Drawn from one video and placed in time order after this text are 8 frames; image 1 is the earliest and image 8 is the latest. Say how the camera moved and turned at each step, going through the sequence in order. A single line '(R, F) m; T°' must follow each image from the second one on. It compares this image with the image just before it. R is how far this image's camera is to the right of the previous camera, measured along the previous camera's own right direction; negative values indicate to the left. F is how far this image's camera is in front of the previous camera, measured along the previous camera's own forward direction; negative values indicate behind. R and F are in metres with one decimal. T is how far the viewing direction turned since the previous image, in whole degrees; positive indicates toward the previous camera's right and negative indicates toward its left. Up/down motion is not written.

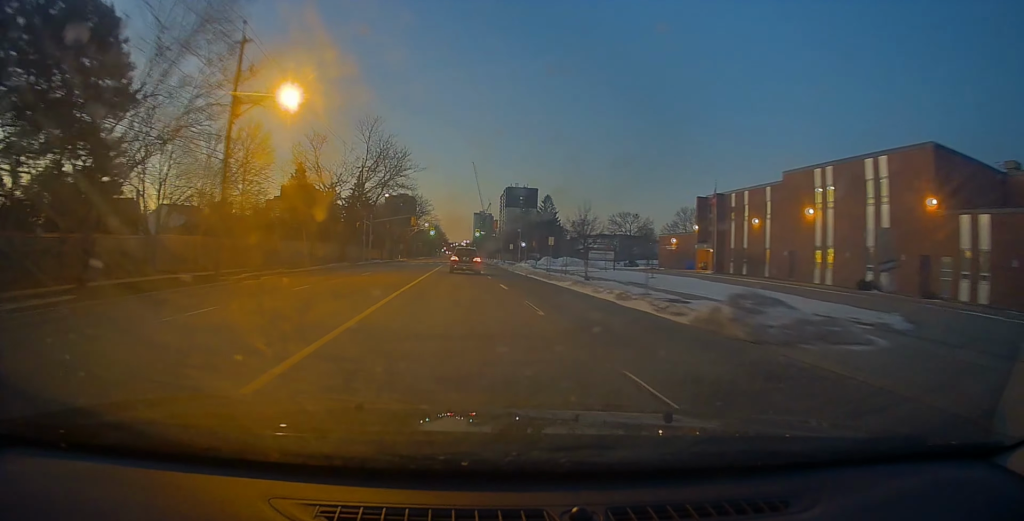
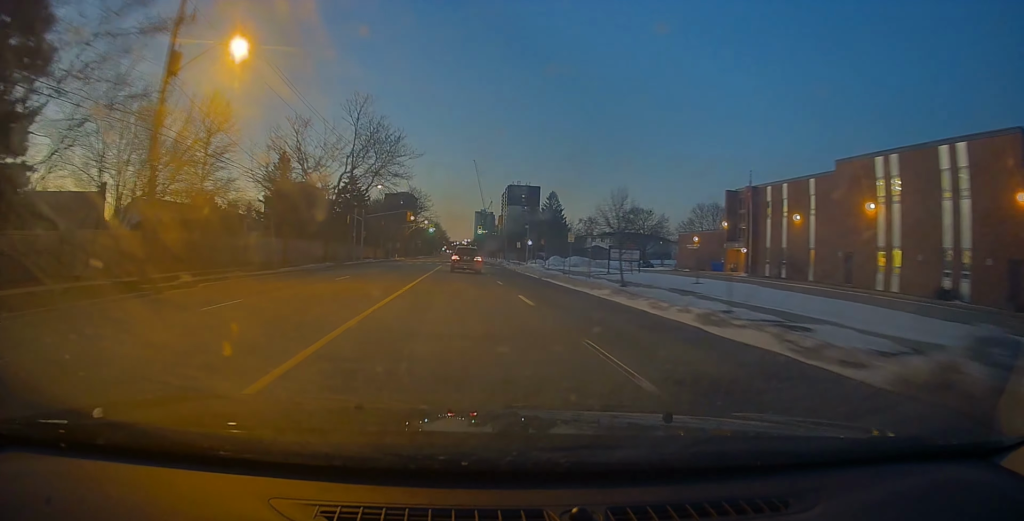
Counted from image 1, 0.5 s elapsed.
(+0.1, +7.2) m; +1°
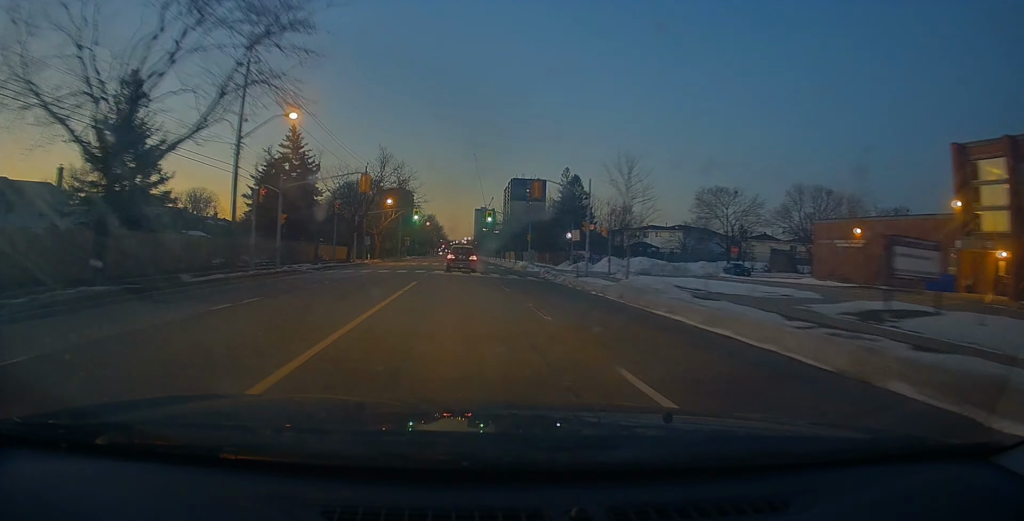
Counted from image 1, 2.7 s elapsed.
(+0.5, +31.9) m; 0°
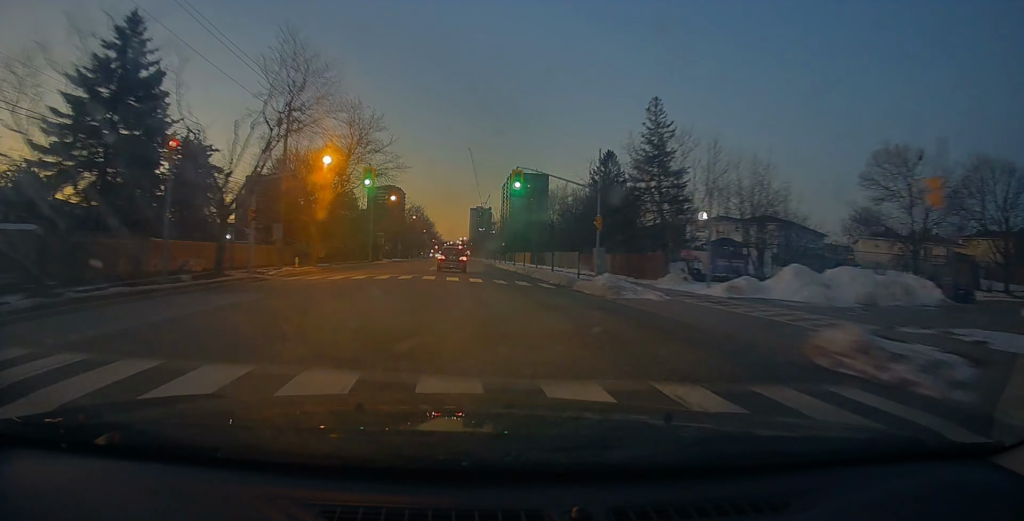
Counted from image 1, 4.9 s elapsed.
(-0.7, +32.0) m; -1°
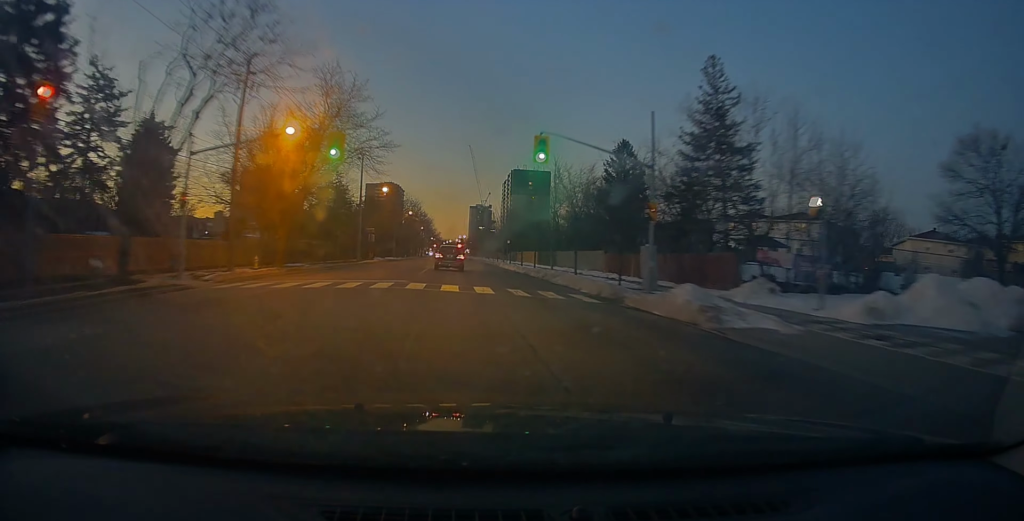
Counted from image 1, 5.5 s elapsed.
(+0.1, +8.7) m; +1°
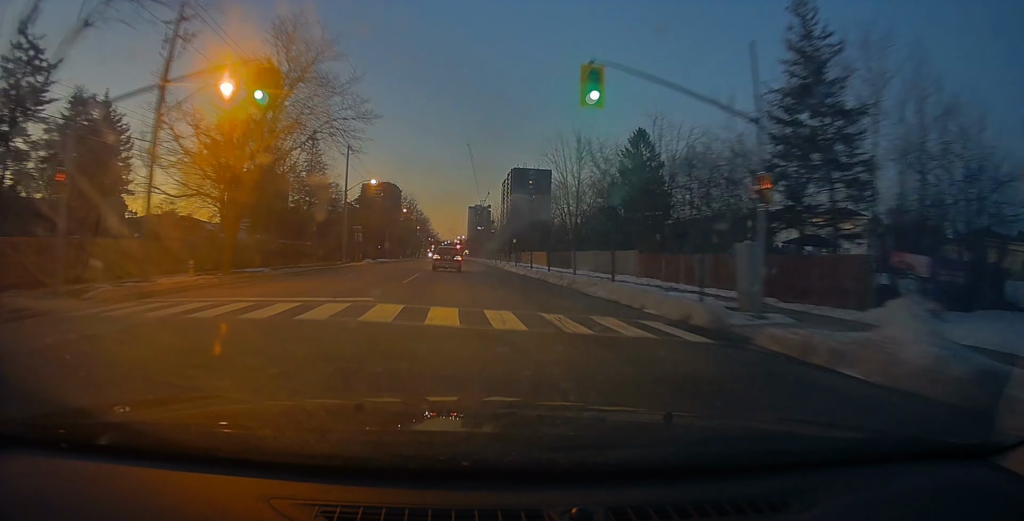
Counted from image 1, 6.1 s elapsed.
(-0.3, +8.7) m; +1°
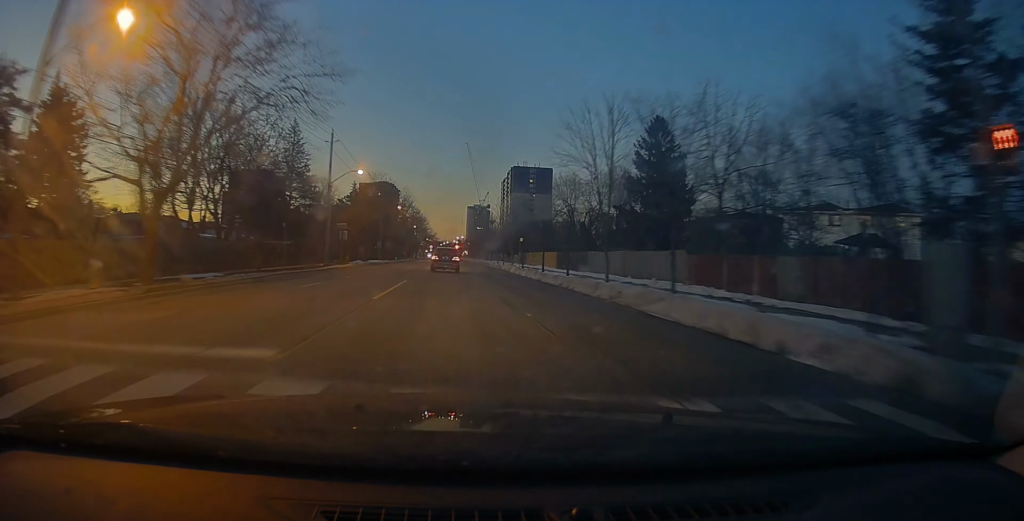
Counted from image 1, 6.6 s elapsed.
(+0.2, +7.8) m; 0°
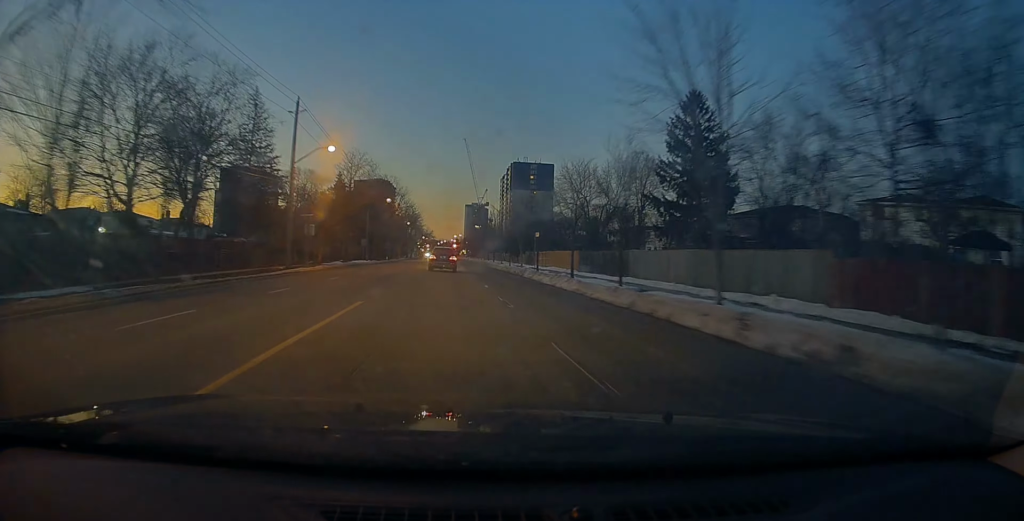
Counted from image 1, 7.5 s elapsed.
(+0.3, +12.2) m; 0°
